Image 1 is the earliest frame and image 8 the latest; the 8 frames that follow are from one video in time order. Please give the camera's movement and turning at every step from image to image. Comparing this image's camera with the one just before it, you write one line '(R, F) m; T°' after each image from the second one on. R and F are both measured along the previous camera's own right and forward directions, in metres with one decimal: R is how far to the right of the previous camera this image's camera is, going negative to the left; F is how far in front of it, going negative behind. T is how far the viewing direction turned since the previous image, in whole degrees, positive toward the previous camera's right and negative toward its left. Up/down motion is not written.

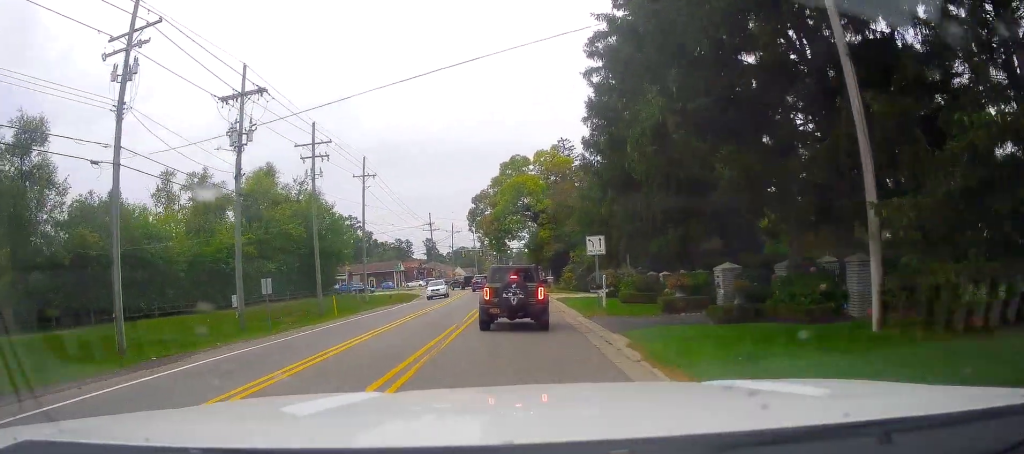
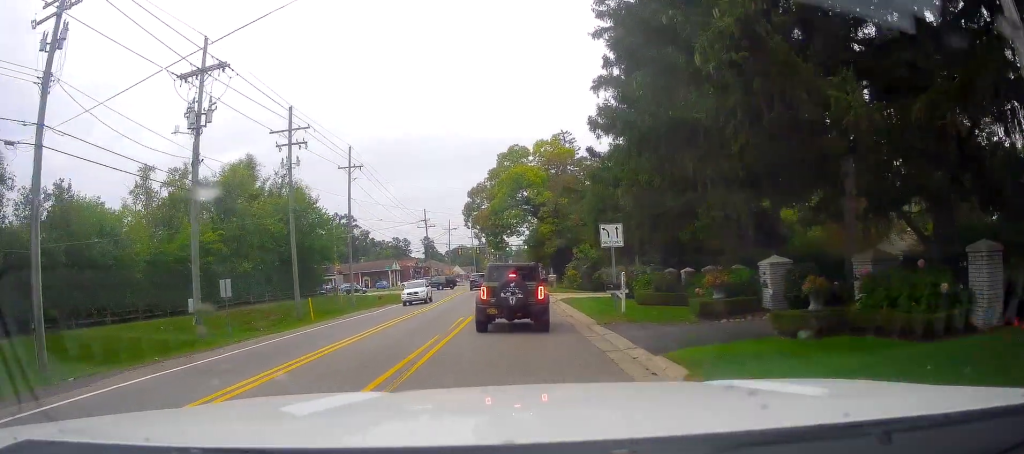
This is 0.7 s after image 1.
(-0.4, +5.9) m; 0°
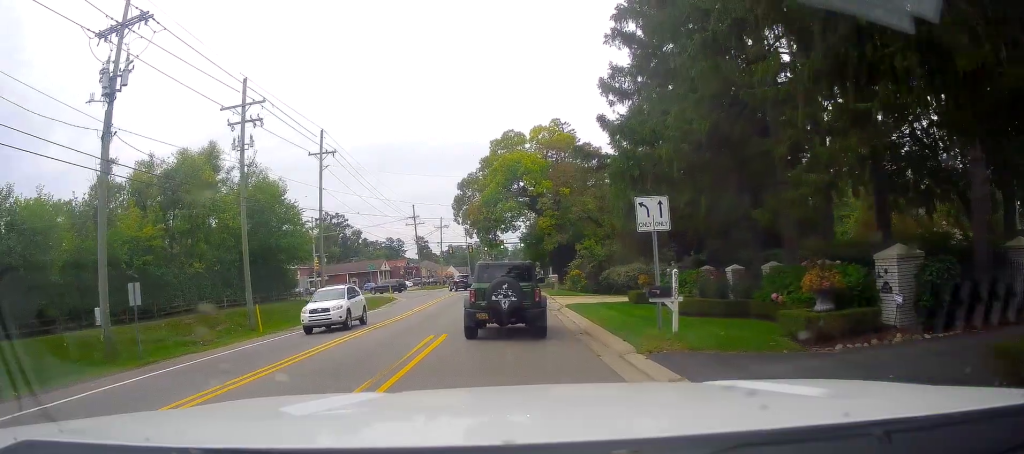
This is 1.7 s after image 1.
(+0.5, +7.8) m; -1°
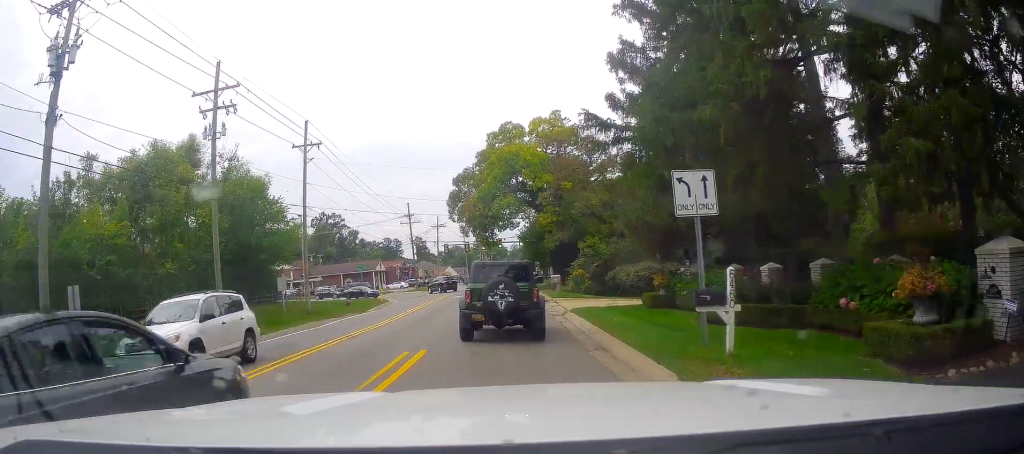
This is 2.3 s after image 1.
(-0.4, +3.7) m; -1°
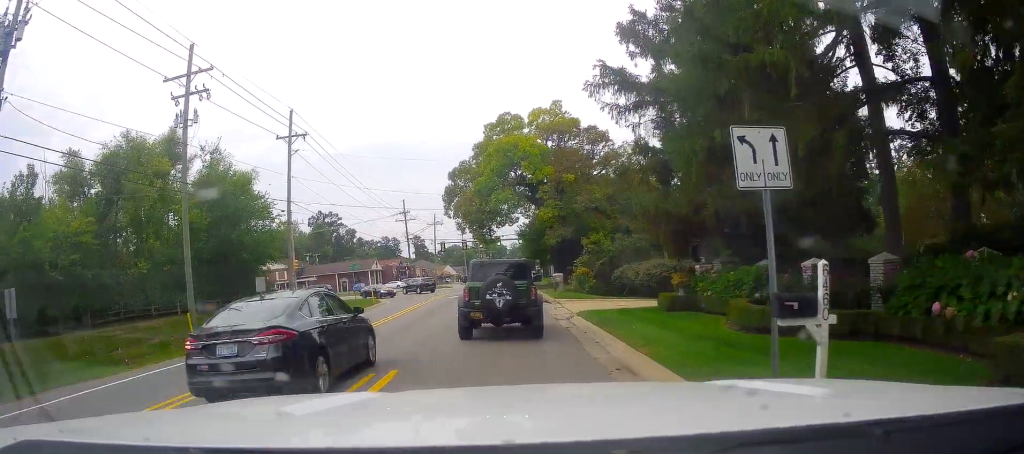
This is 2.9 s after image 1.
(-0.1, +3.3) m; 0°
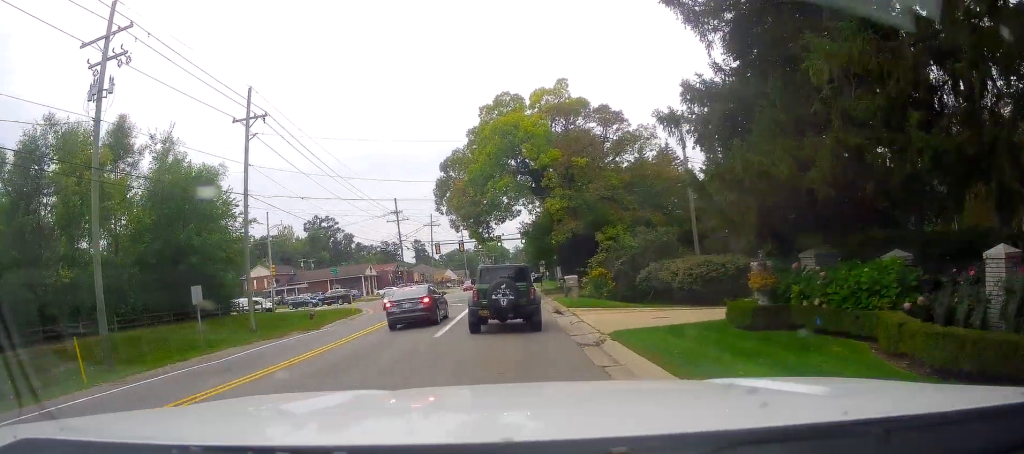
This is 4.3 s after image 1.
(0.0, +7.2) m; -1°
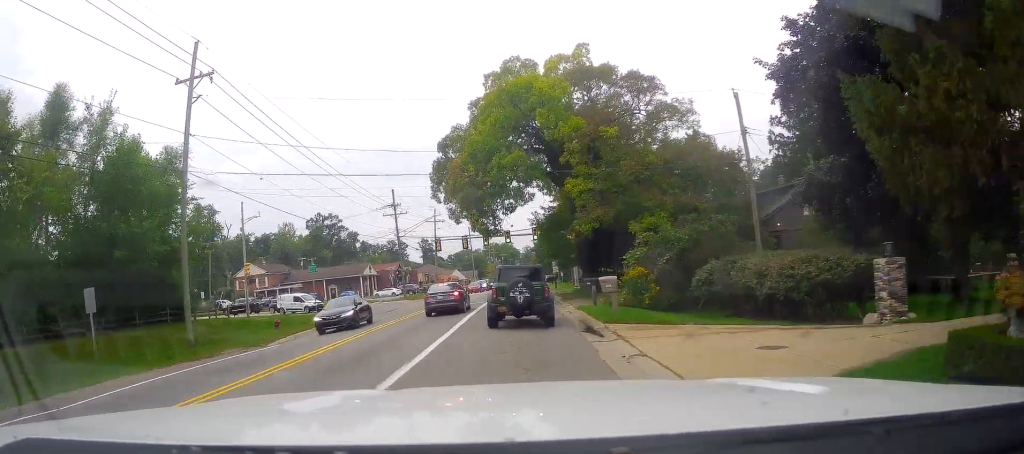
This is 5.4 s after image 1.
(+0.1, +5.3) m; +1°
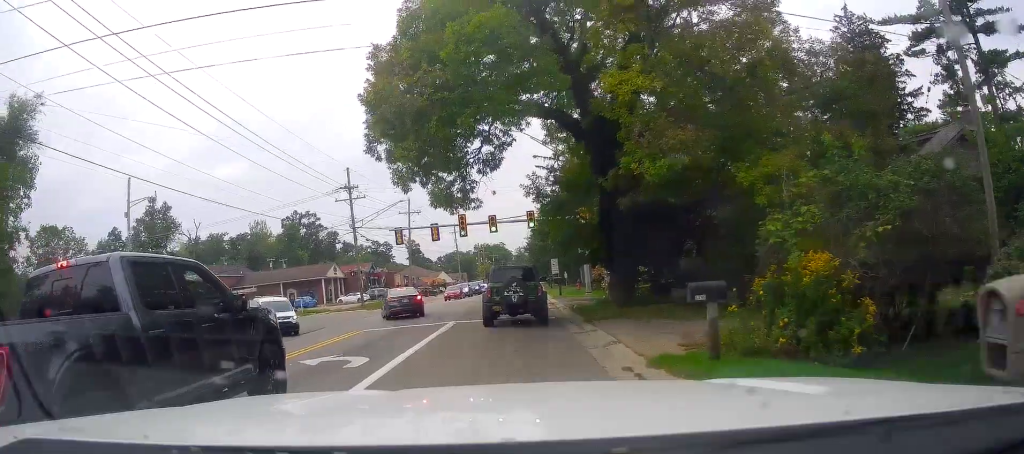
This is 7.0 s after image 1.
(+0.1, +9.9) m; +1°
